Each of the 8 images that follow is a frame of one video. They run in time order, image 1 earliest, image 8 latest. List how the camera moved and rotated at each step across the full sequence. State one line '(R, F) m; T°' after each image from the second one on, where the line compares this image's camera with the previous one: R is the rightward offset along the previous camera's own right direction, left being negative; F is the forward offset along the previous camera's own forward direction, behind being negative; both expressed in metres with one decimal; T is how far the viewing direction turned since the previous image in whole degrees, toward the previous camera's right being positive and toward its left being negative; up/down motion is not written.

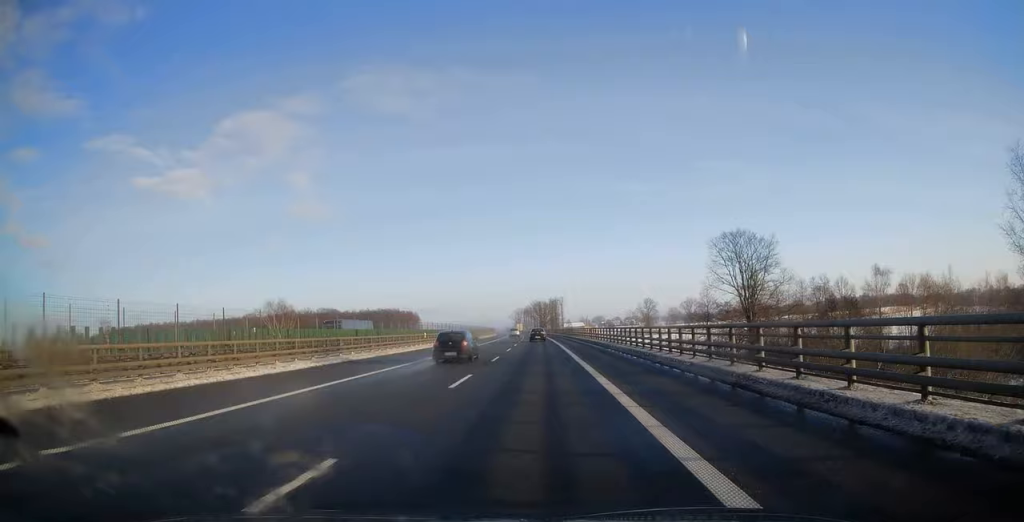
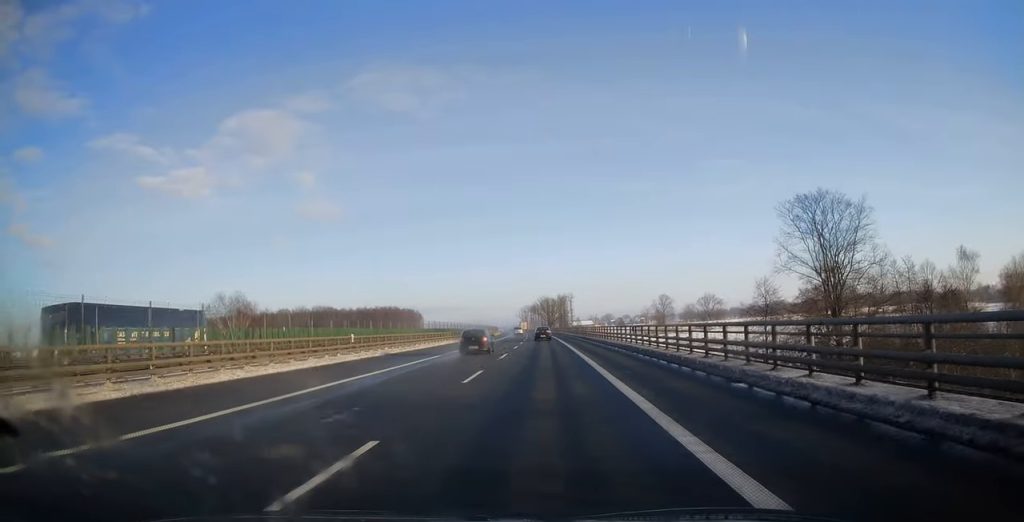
(-0.2, +23.0) m; -1°
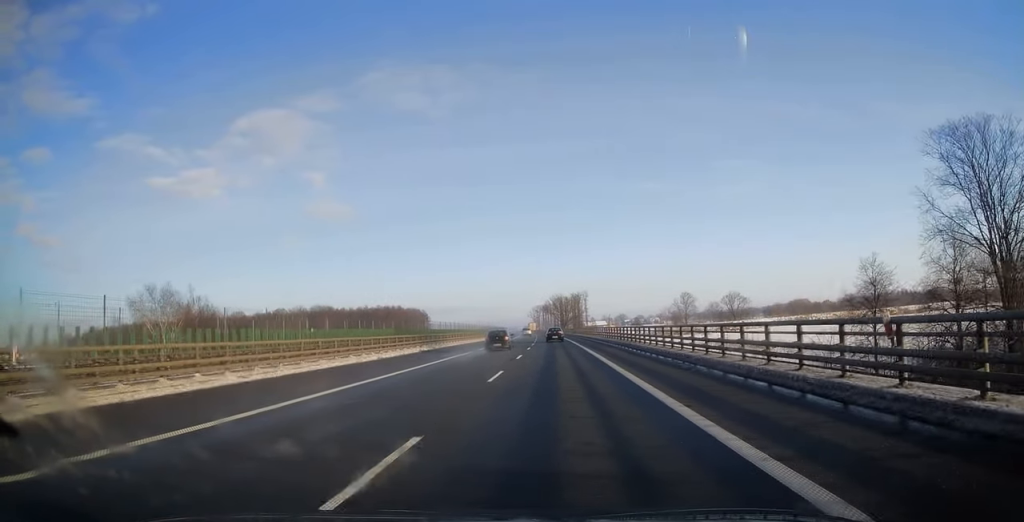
(0.0, +23.6) m; 0°
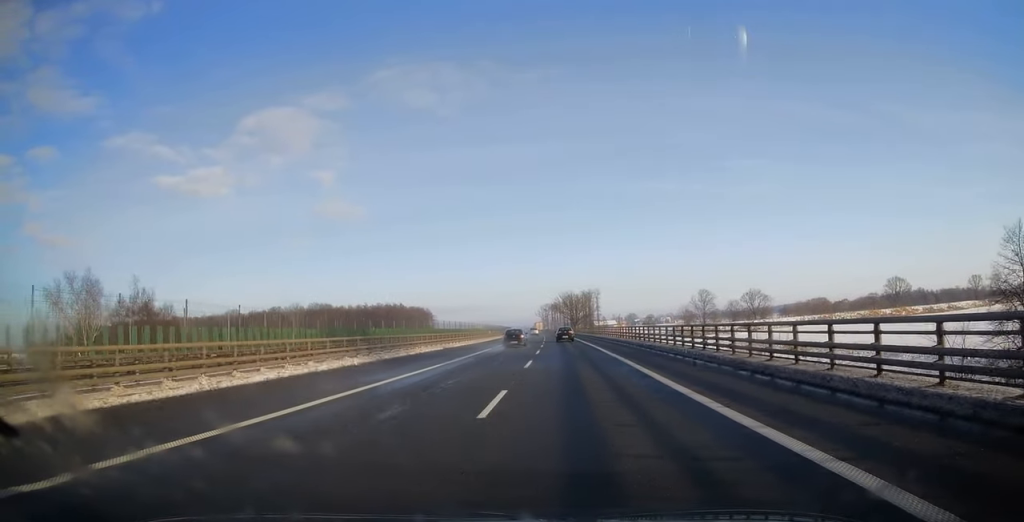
(-0.1, +18.2) m; -1°
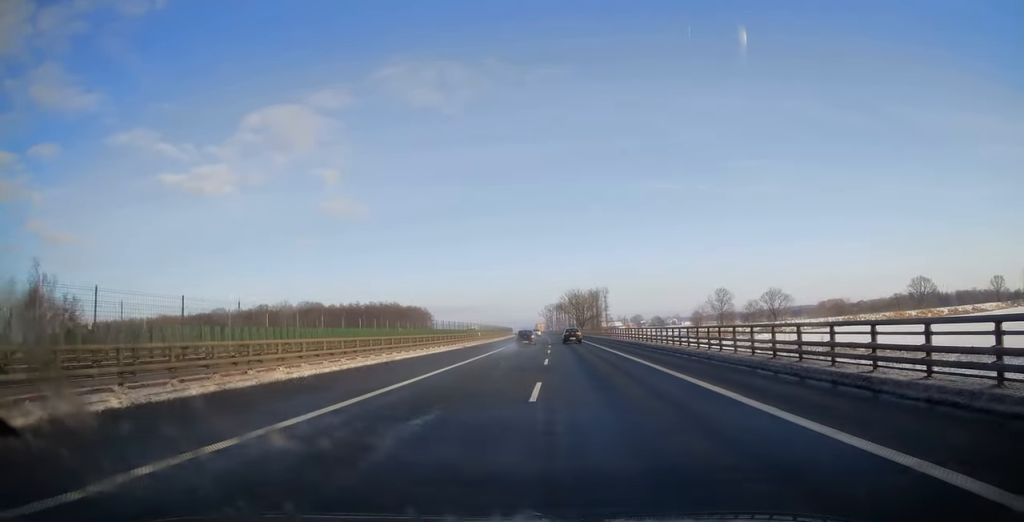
(-0.1, +21.9) m; -1°
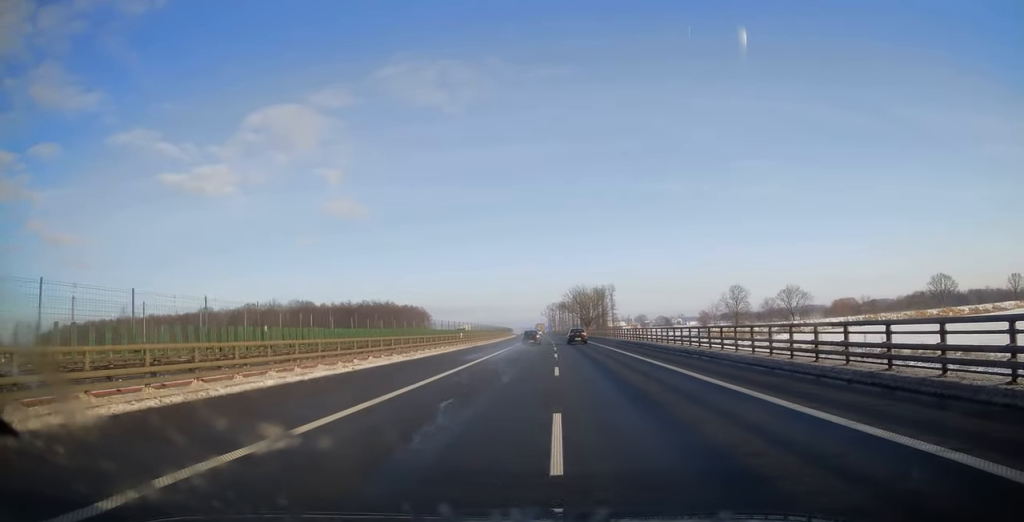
(-0.2, +17.4) m; -1°
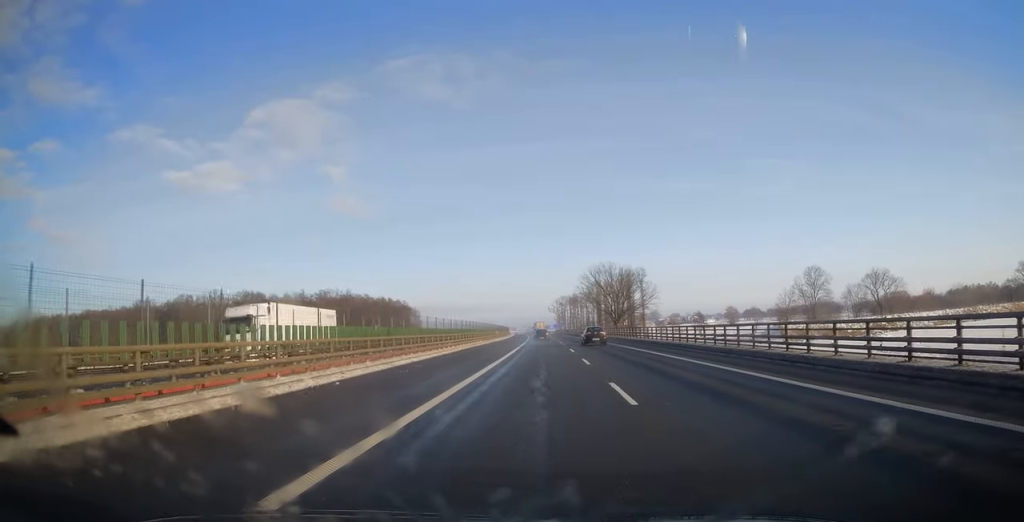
(-1.3, +66.9) m; -1°
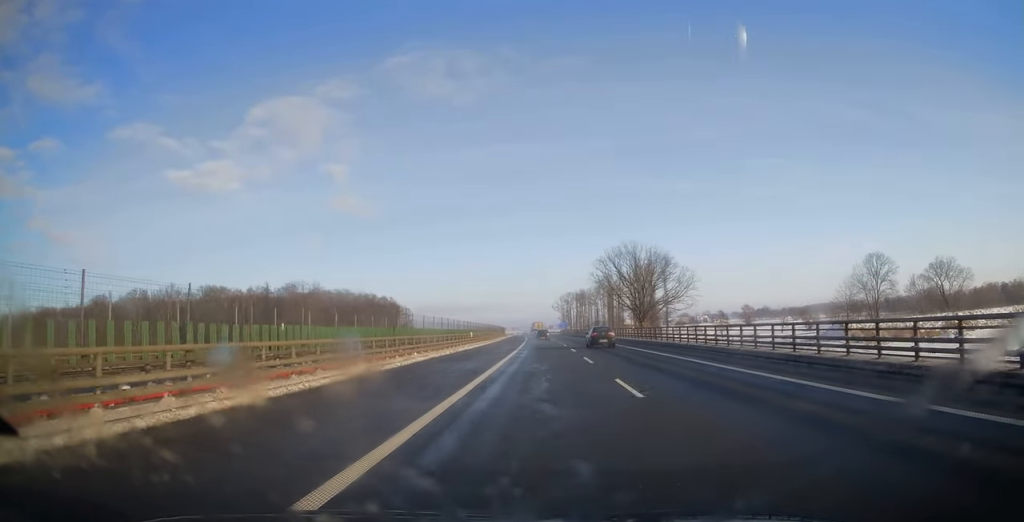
(+0.3, +34.7) m; 0°
